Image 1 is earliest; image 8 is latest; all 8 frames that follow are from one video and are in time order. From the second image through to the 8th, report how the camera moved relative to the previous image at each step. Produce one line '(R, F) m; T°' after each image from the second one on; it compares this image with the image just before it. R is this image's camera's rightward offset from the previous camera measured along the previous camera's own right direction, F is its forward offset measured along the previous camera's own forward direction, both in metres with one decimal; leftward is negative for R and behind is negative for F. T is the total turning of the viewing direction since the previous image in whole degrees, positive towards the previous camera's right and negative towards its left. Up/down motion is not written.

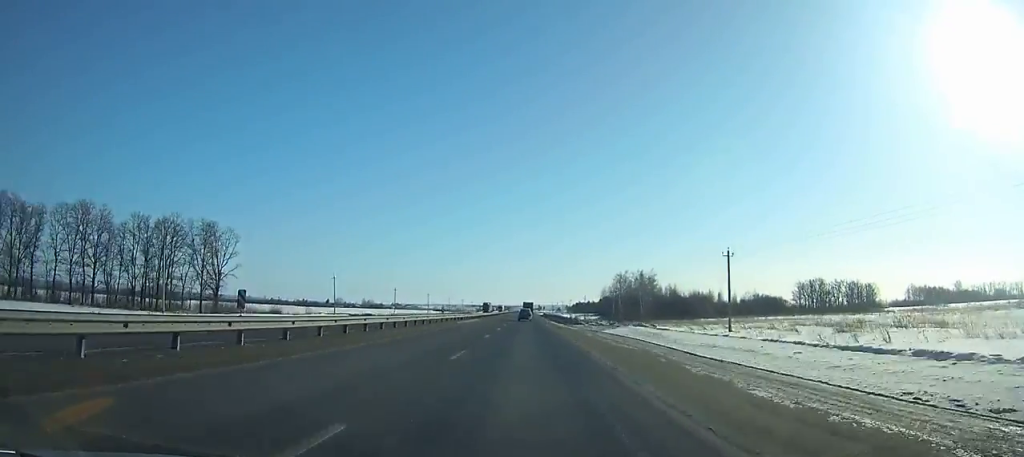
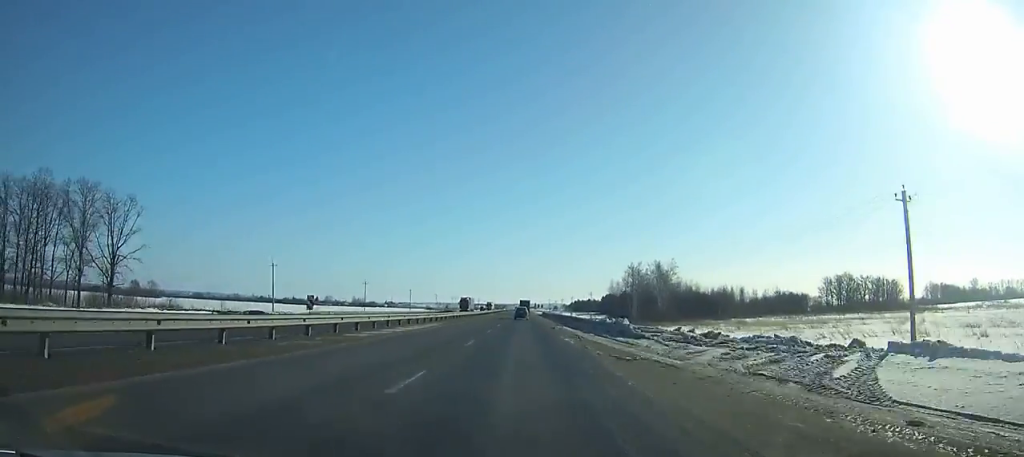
(0.0, +31.0) m; 0°
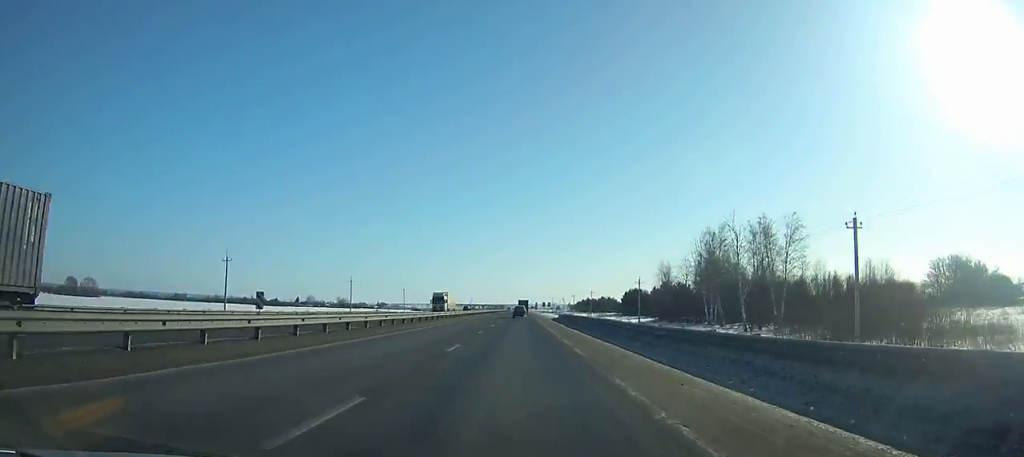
(-0.1, +75.8) m; 0°
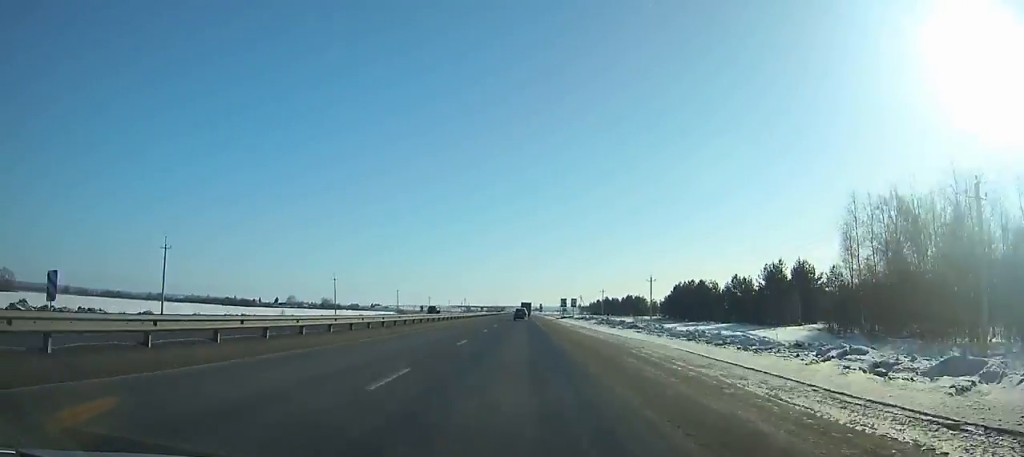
(0.0, +80.4) m; 0°
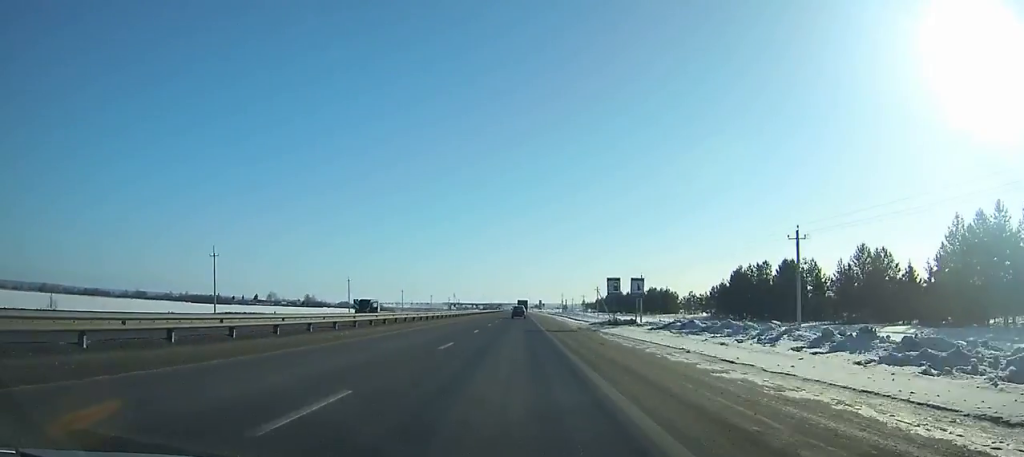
(-0.1, +52.2) m; 0°
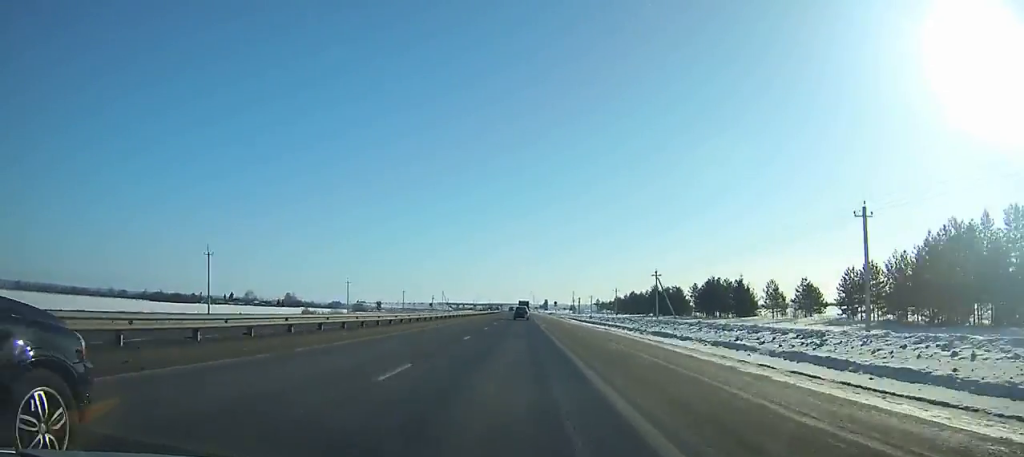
(0.0, +69.2) m; 0°
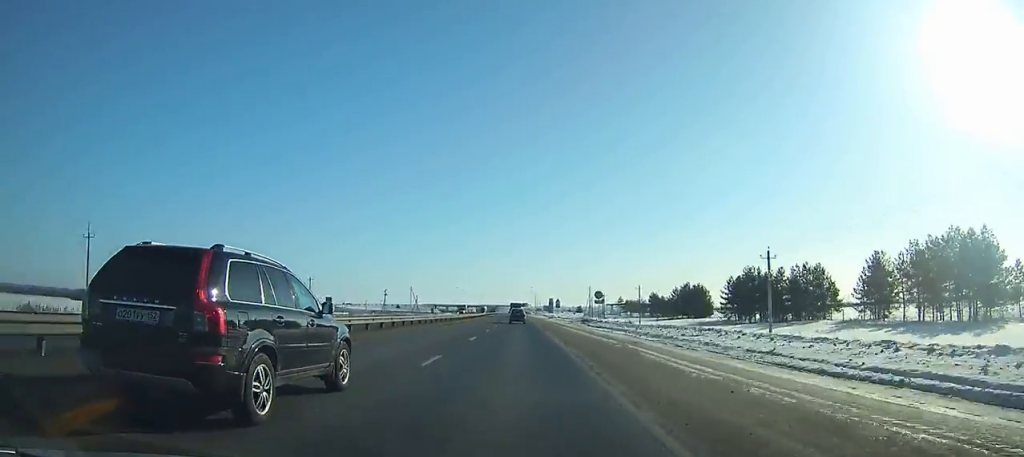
(+0.2, +87.5) m; 0°
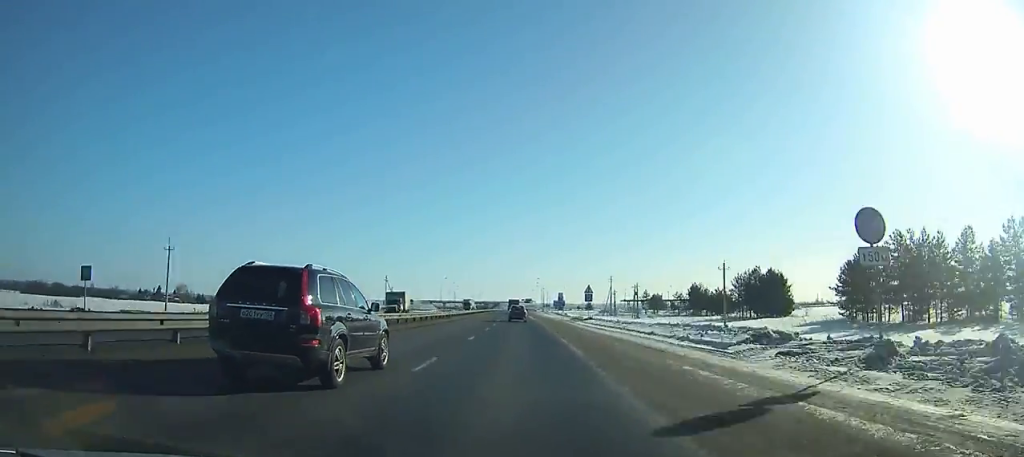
(+0.1, +48.6) m; 0°
